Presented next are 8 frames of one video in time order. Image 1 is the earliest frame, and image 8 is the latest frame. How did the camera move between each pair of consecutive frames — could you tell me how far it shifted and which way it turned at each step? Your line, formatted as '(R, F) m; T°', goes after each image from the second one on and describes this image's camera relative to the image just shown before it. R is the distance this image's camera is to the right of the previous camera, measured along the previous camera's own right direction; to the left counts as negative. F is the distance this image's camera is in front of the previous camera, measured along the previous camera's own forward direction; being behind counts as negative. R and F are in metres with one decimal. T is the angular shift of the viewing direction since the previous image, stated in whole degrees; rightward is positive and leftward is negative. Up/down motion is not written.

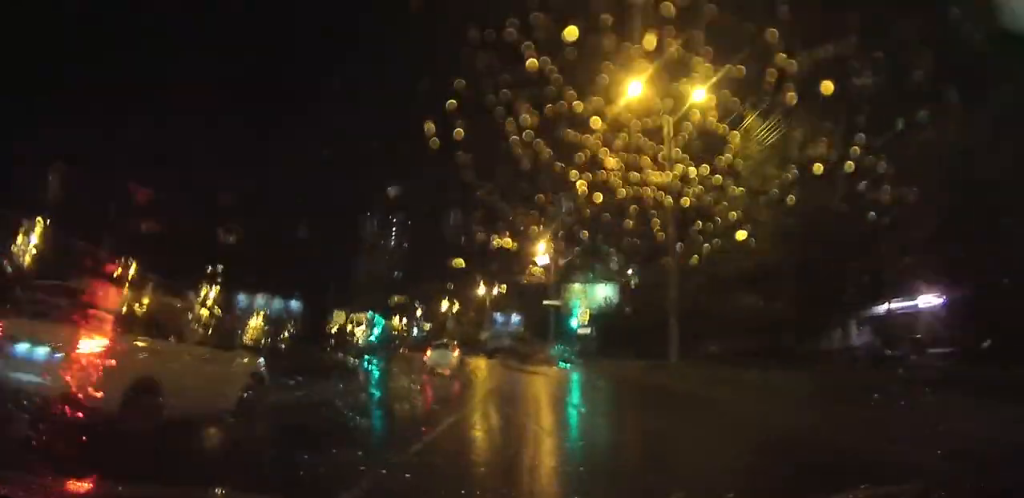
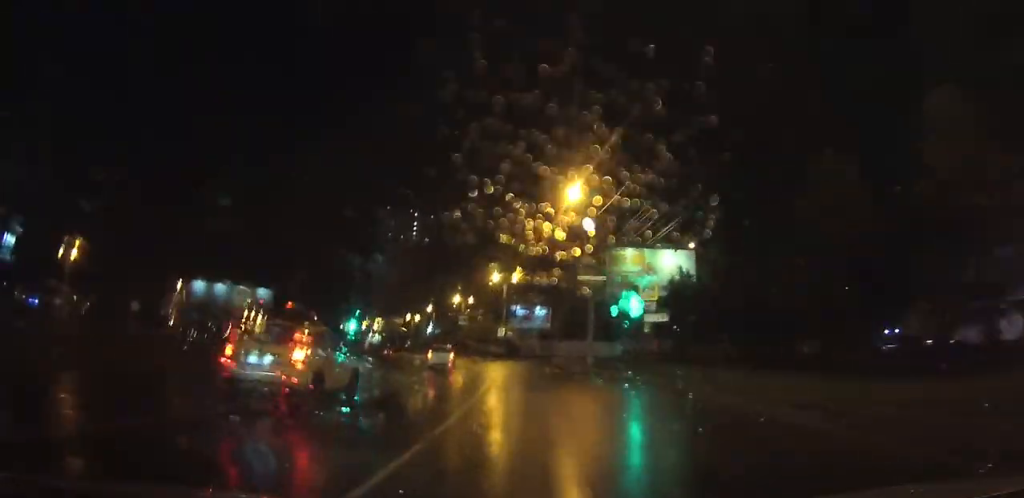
(-0.8, +22.2) m; -4°
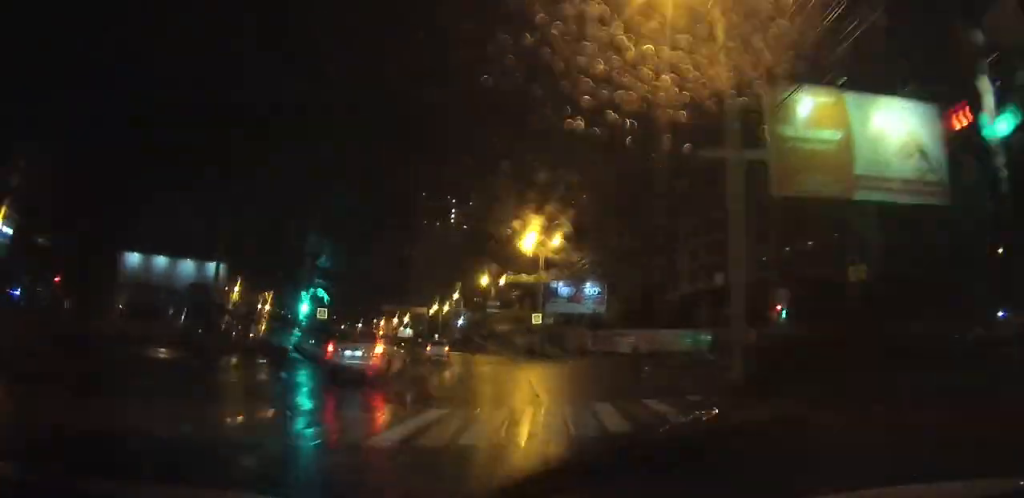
(0.0, +23.9) m; -5°
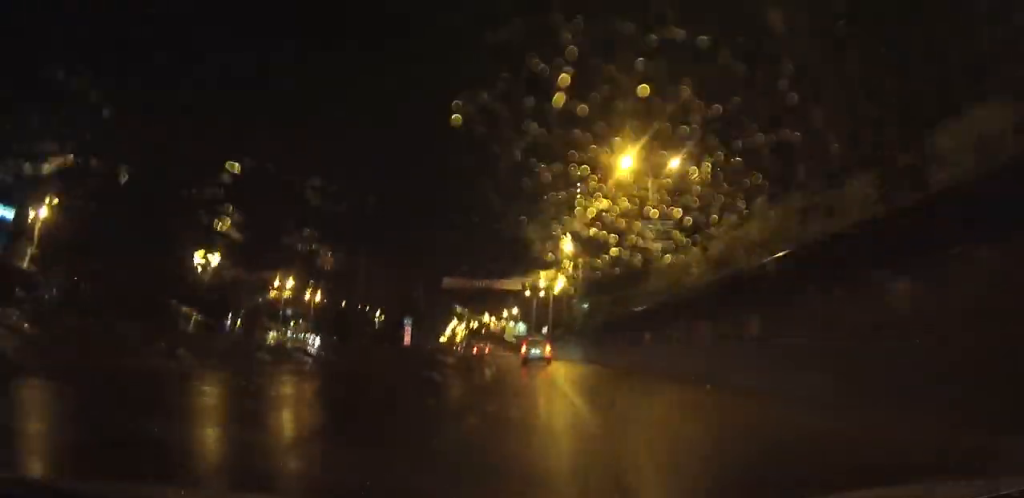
(-6.8, +58.7) m; -11°
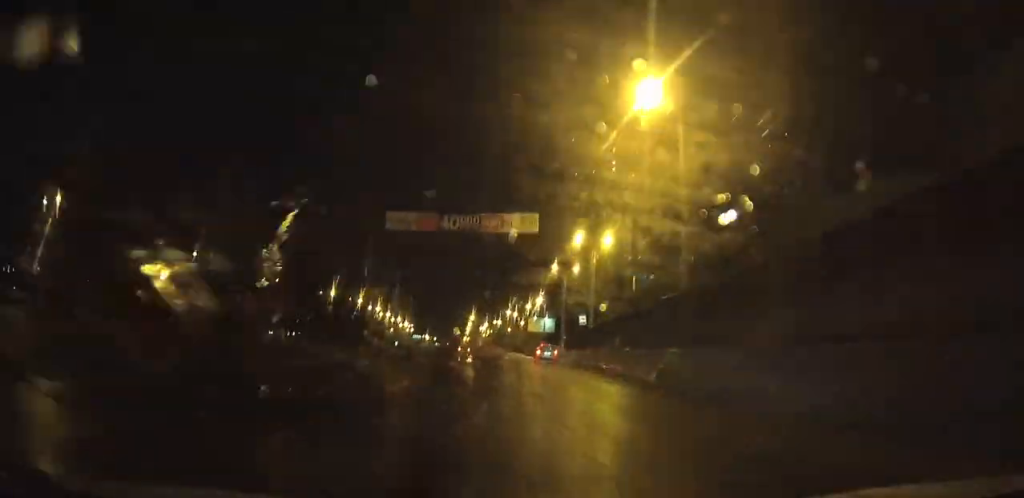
(-1.6, +37.2) m; -5°
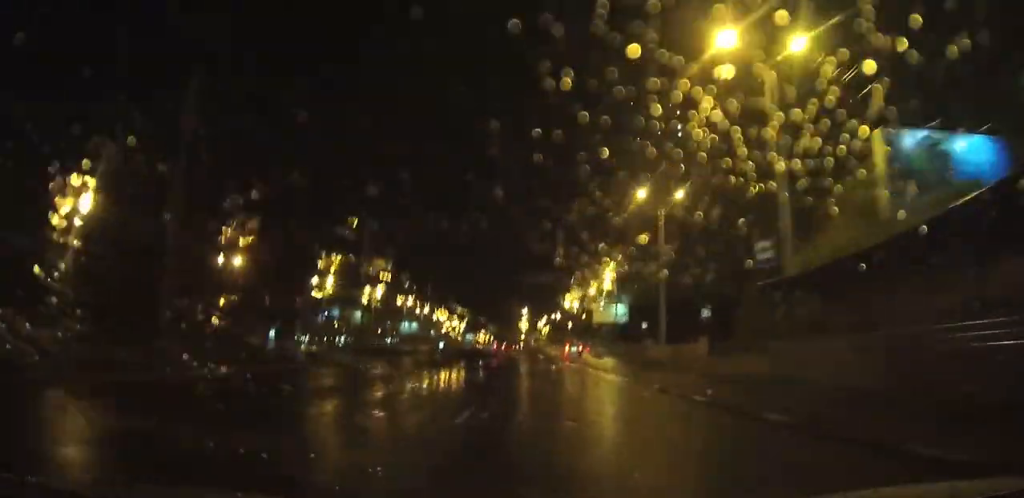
(-1.1, +33.8) m; -4°
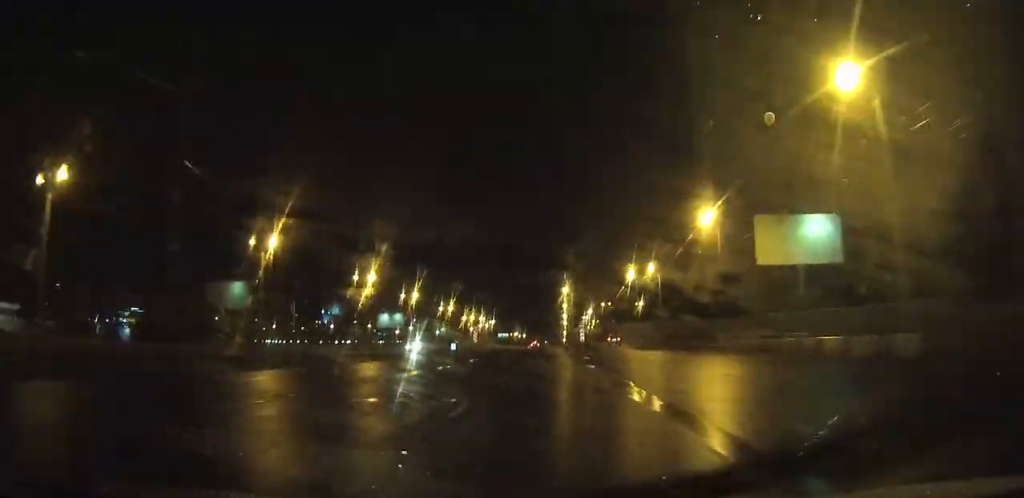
(-3.4, +66.4) m; -4°
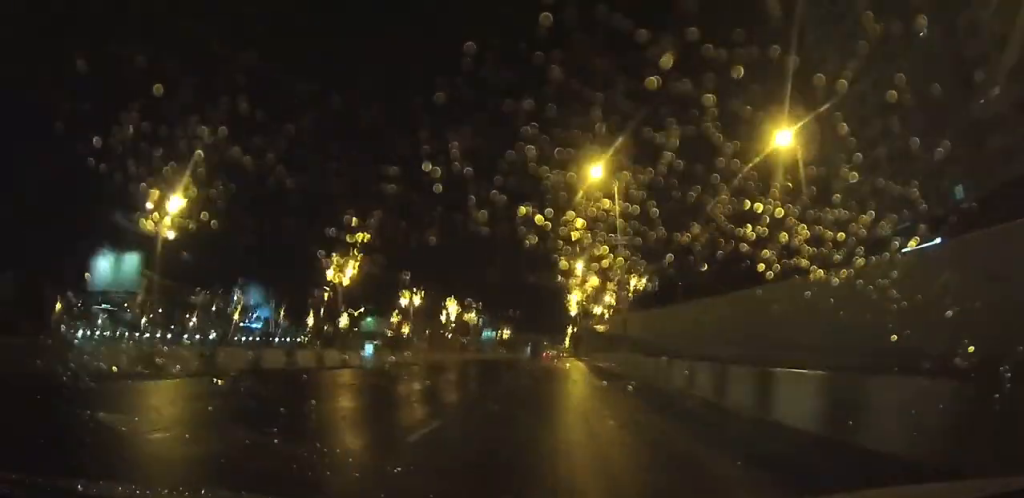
(-0.9, +86.1) m; 0°
